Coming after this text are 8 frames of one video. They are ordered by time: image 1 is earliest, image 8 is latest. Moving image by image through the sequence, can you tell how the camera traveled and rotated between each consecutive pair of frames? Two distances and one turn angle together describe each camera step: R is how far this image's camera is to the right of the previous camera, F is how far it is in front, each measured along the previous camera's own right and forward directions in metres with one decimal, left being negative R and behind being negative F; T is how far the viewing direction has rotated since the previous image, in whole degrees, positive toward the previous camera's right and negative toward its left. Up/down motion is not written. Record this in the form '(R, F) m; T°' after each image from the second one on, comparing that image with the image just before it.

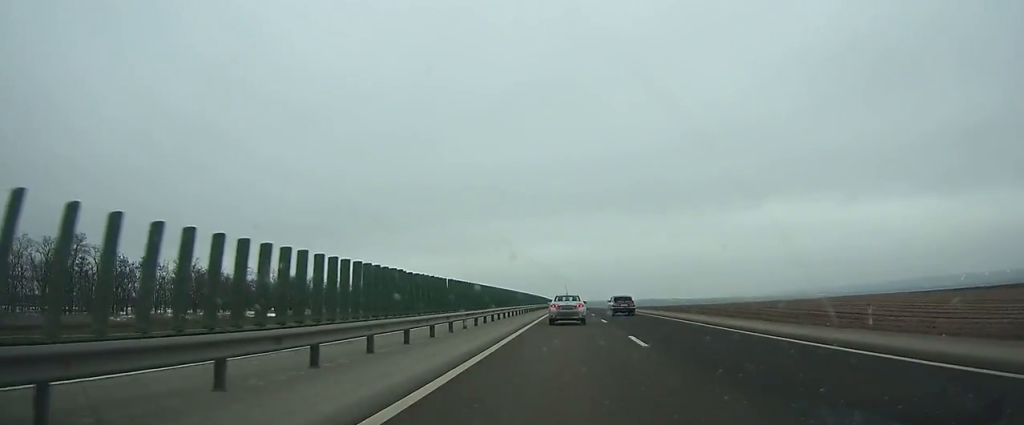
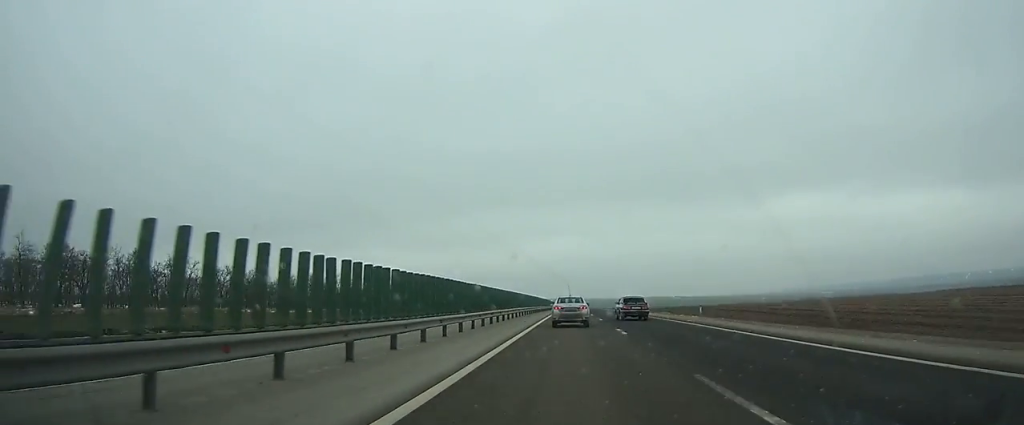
(-0.1, +73.9) m; 0°
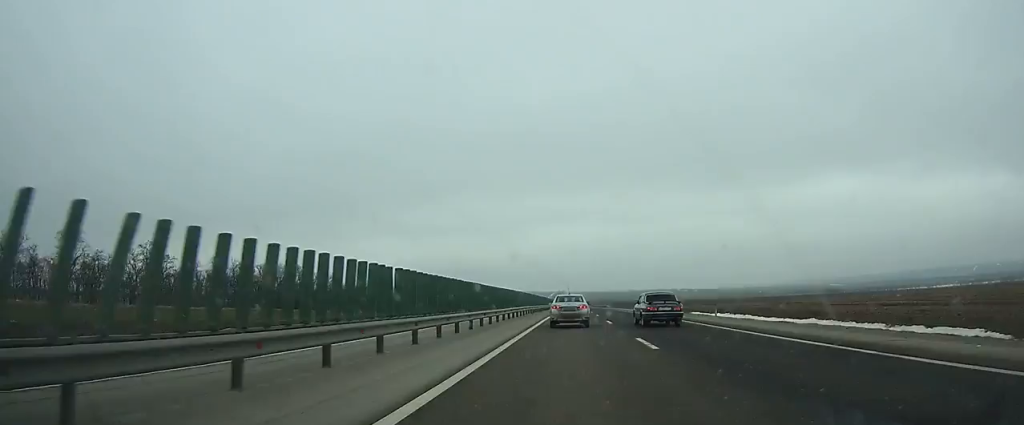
(-0.2, +103.2) m; 0°
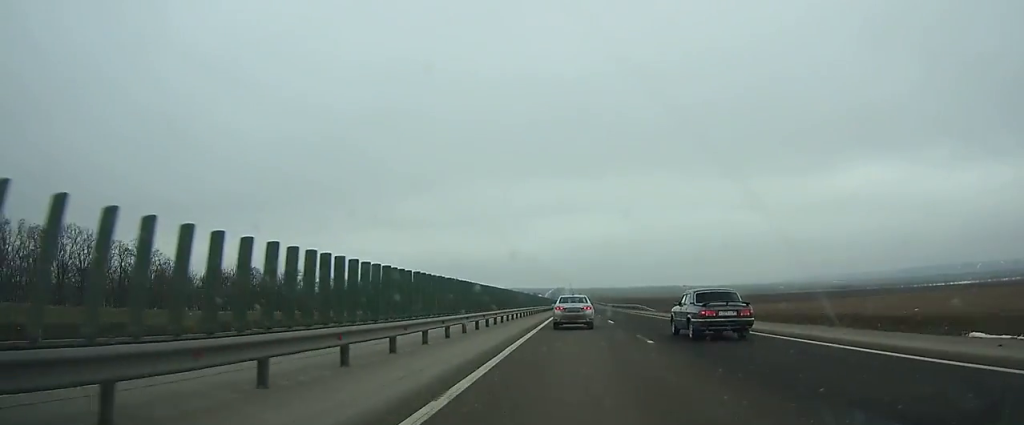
(+0.1, +78.0) m; 0°
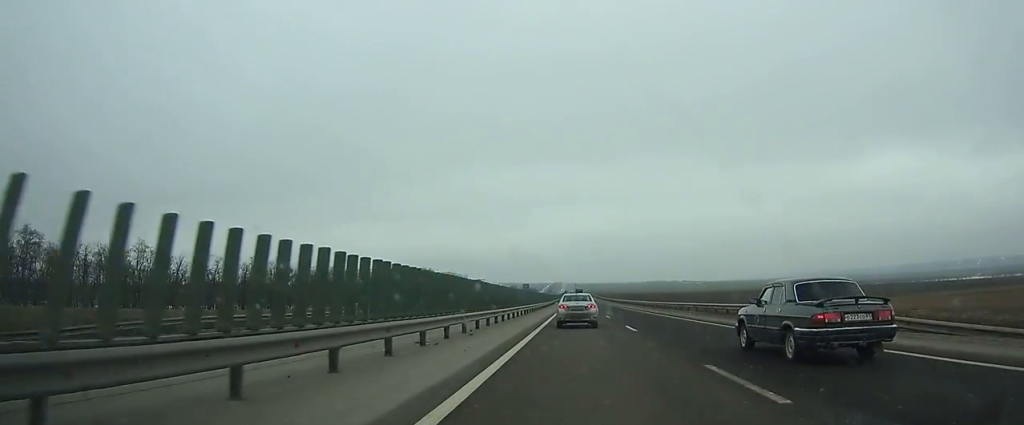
(0.0, +57.9) m; 0°
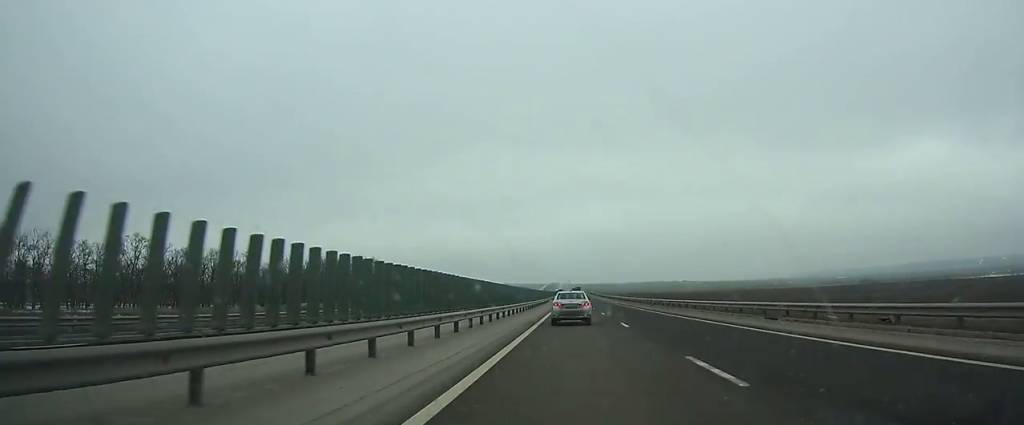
(+0.1, +78.4) m; 0°
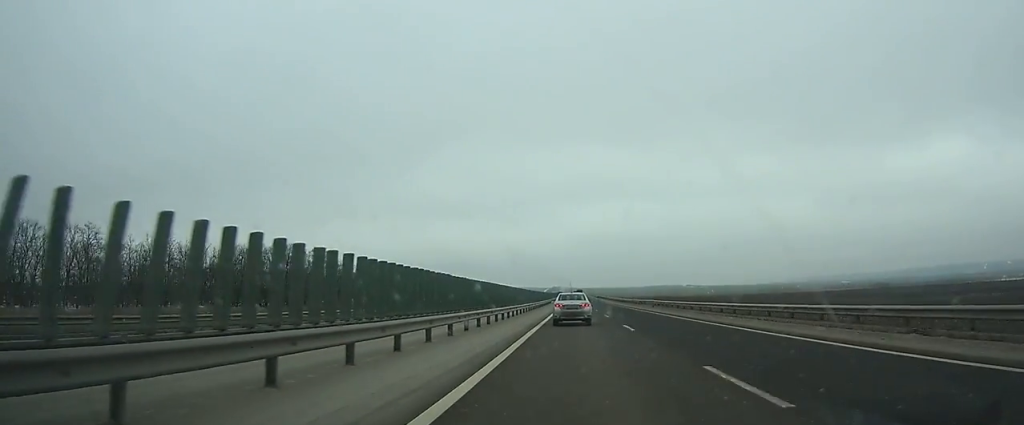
(+0.1, +49.4) m; 0°
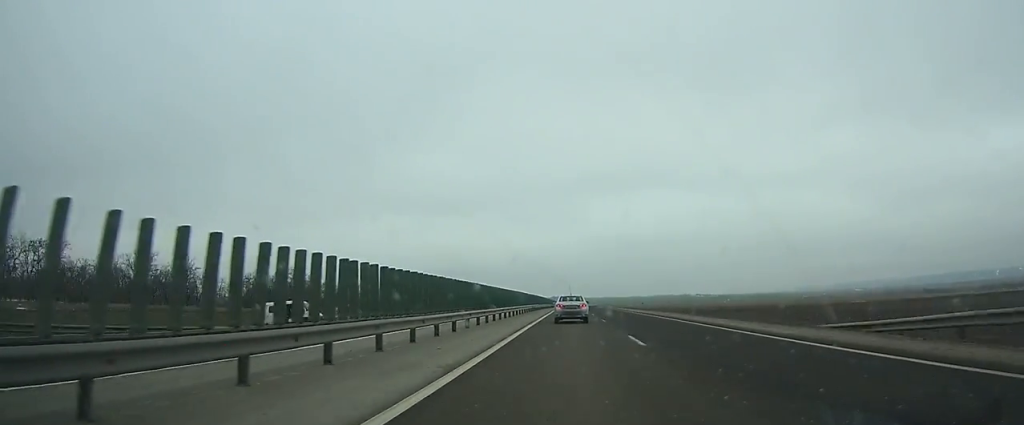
(-0.4, +182.9) m; 0°
